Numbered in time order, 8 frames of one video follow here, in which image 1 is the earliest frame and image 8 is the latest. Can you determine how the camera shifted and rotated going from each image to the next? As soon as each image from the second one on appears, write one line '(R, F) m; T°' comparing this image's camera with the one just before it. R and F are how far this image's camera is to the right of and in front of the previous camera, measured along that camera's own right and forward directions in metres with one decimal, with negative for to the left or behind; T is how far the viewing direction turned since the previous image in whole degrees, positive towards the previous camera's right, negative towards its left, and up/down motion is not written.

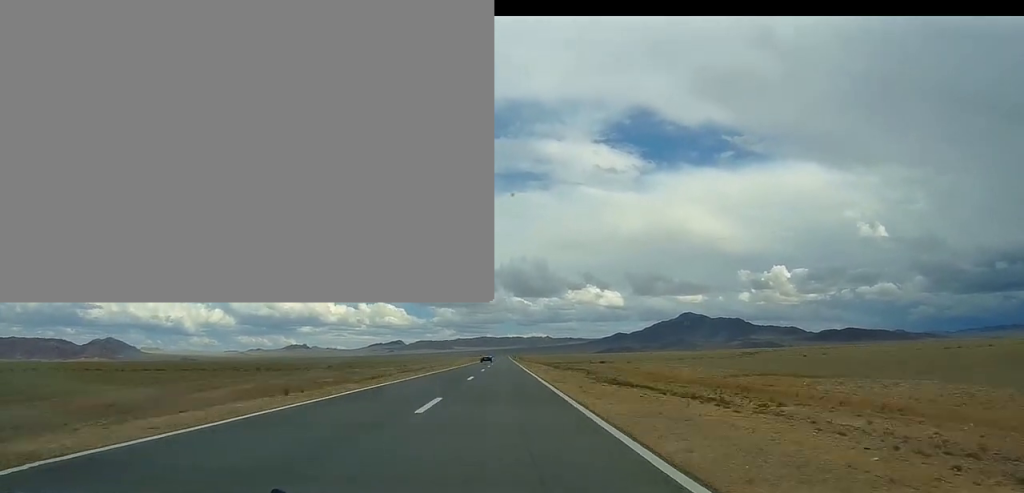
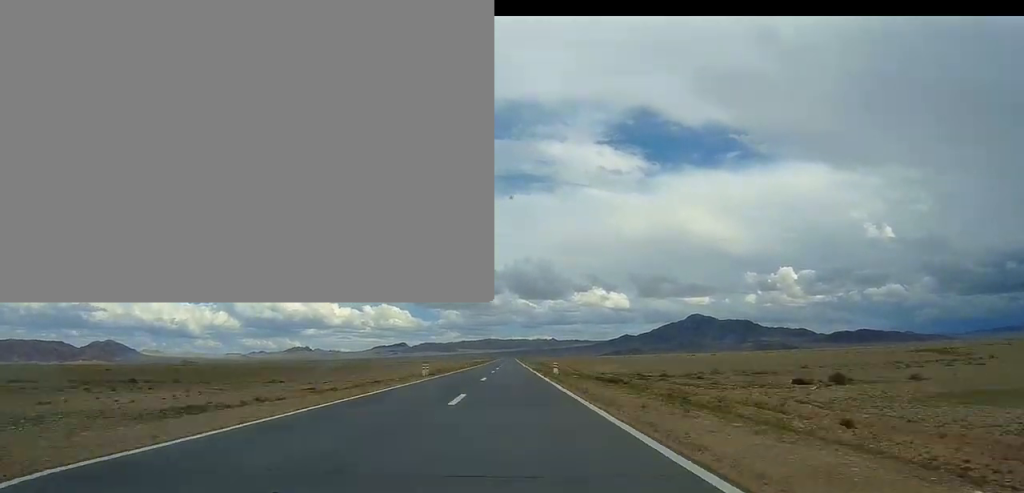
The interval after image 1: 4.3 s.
(-0.1, +115.2) m; 0°
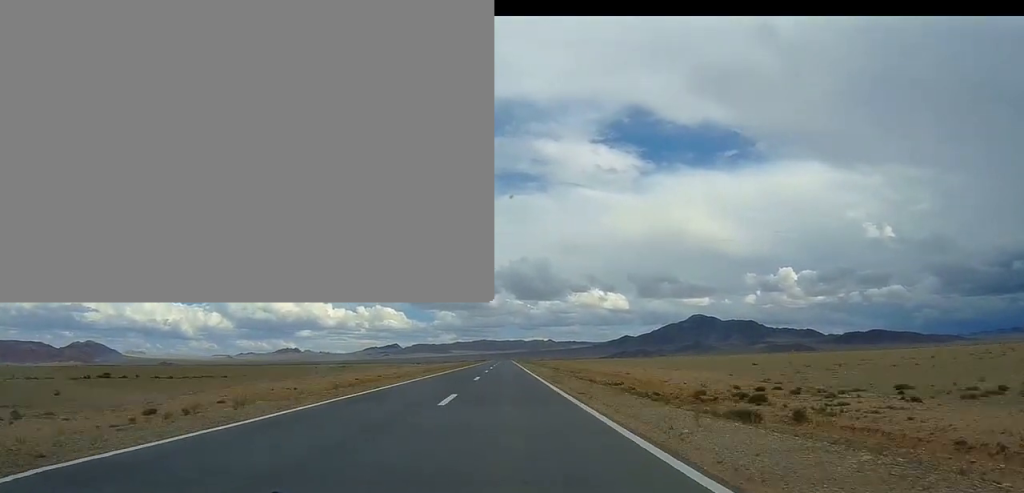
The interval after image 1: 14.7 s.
(+0.3, +271.6) m; 0°
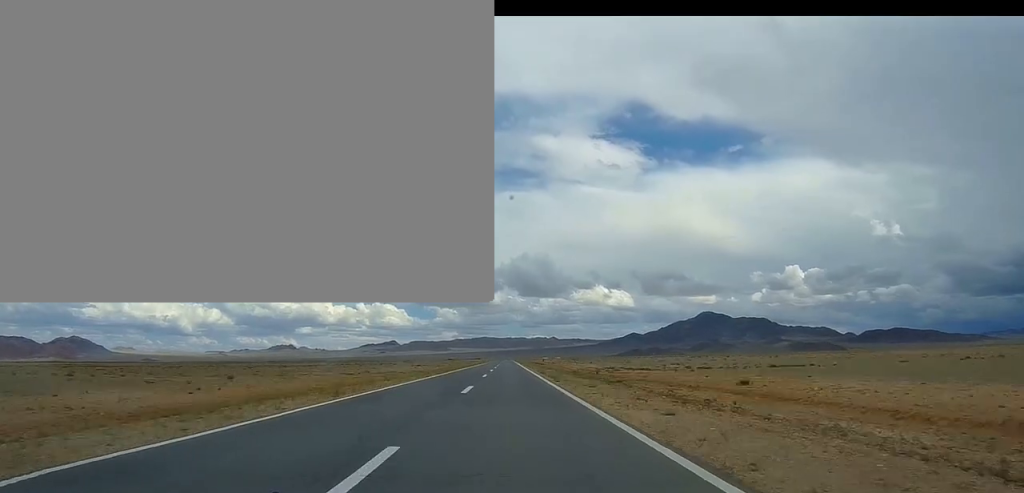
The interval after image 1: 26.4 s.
(-0.5, +303.2) m; 0°
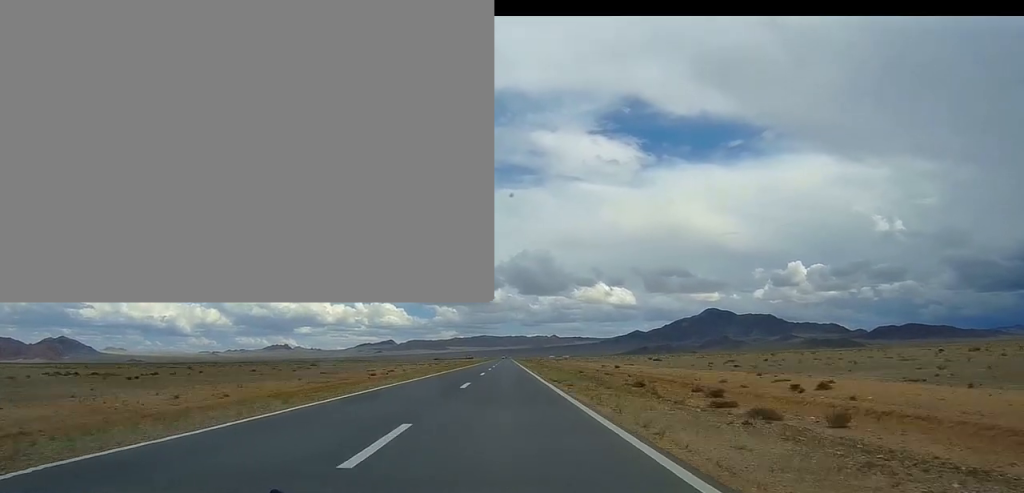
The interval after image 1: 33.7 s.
(+0.2, +189.5) m; 0°
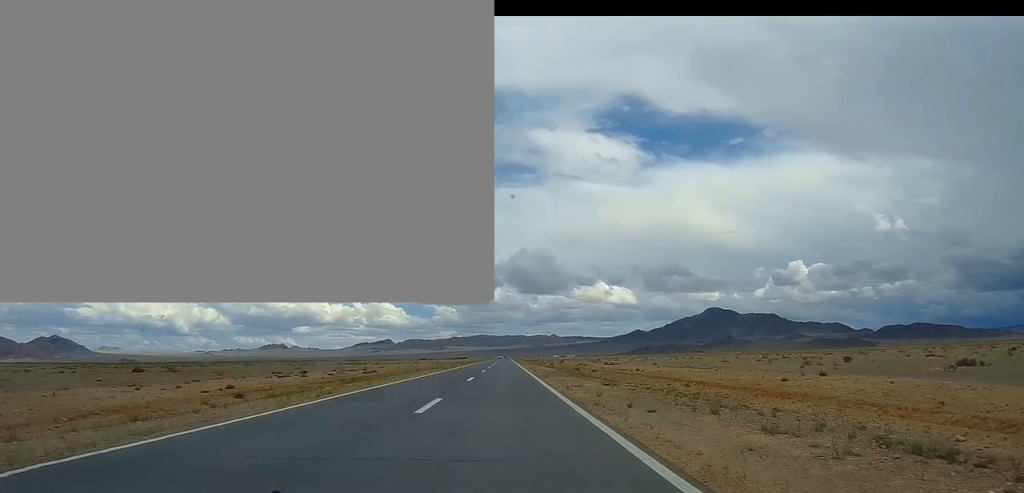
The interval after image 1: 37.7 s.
(-0.2, +102.4) m; 0°
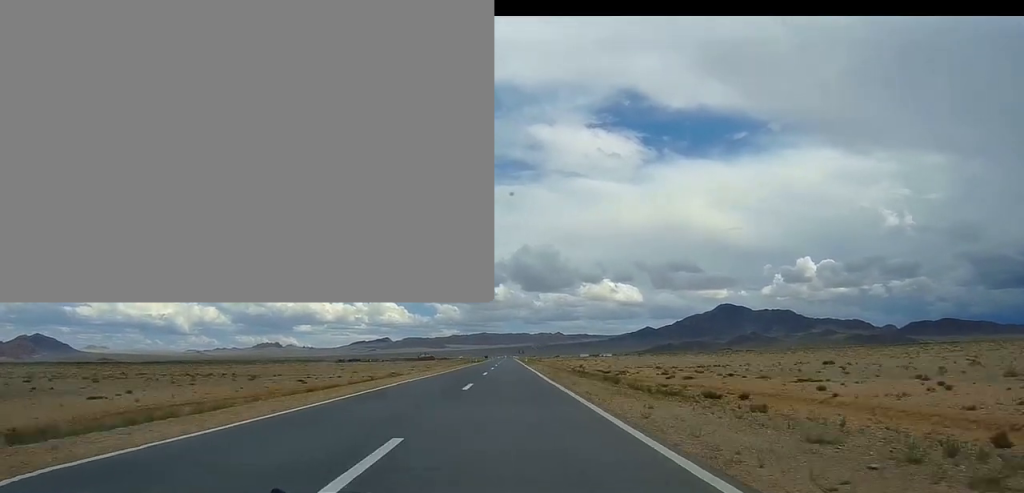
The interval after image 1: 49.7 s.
(+0.2, +303.9) m; 0°
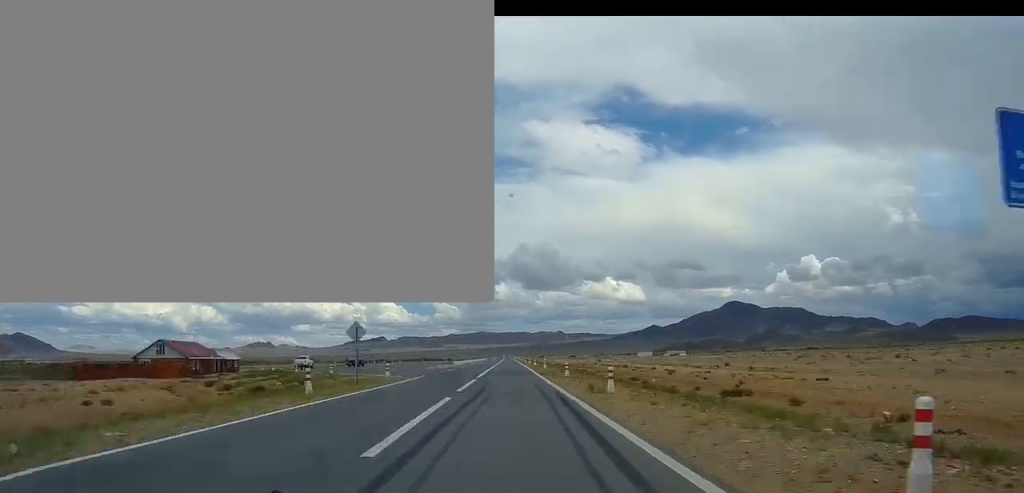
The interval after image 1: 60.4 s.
(-0.5, +261.5) m; 0°
